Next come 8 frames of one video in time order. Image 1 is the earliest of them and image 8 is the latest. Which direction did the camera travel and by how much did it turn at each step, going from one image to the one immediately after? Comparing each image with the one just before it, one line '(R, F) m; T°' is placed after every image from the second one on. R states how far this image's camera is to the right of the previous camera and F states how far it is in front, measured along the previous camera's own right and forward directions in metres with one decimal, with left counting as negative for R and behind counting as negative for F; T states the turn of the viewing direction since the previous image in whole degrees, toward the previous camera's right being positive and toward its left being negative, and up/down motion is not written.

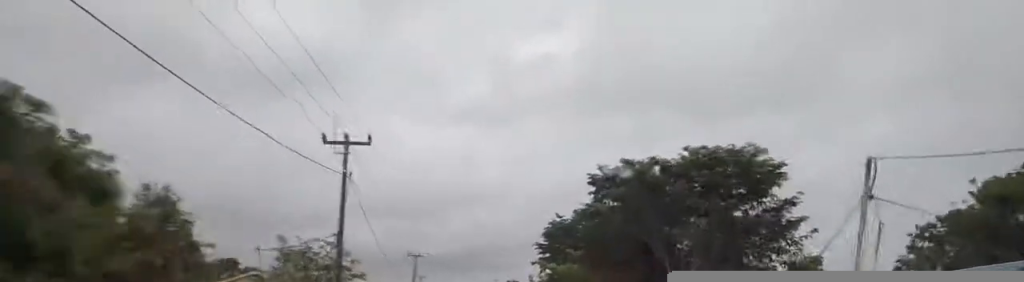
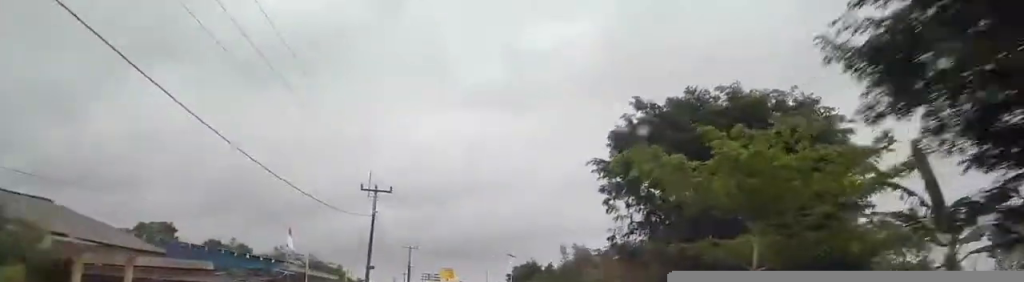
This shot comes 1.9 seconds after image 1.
(+0.1, +37.6) m; 0°
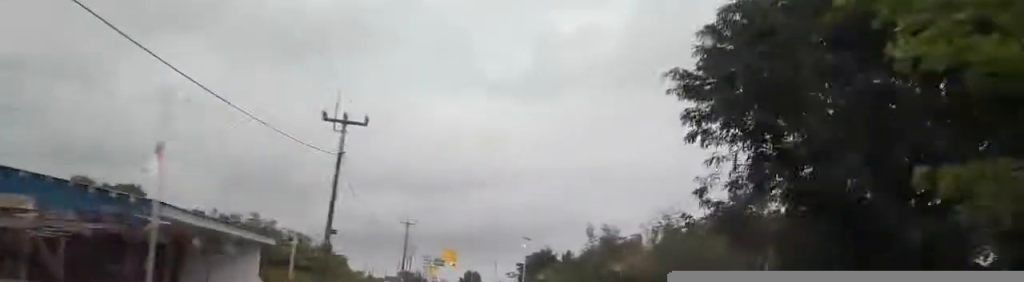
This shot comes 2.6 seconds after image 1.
(-0.2, +14.7) m; 0°
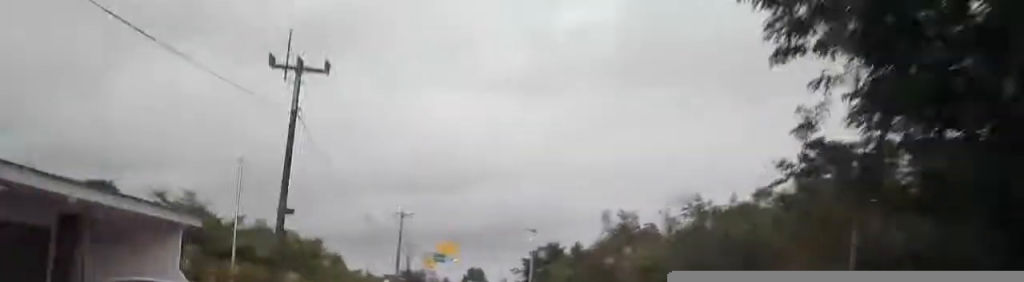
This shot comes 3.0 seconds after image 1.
(+0.2, +7.5) m; 0°
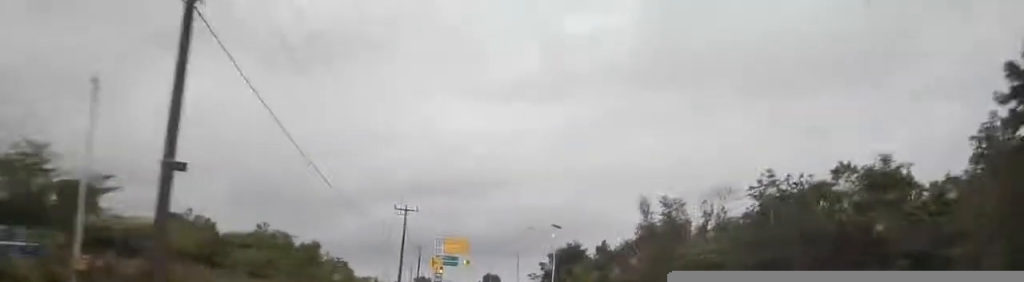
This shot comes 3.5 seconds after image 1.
(+0.1, +10.3) m; -1°
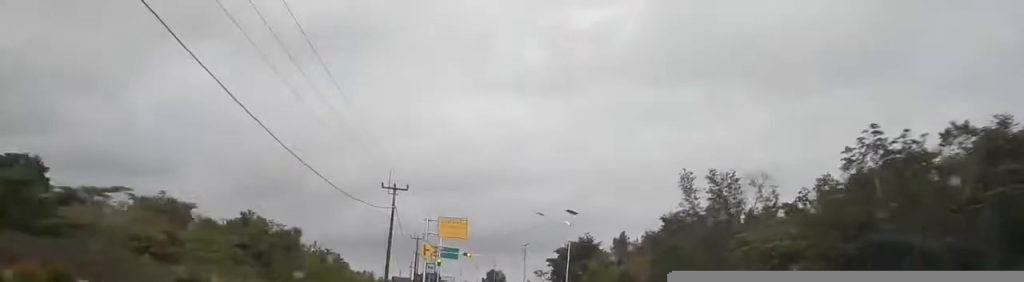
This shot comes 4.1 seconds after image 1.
(-0.2, +10.4) m; -2°
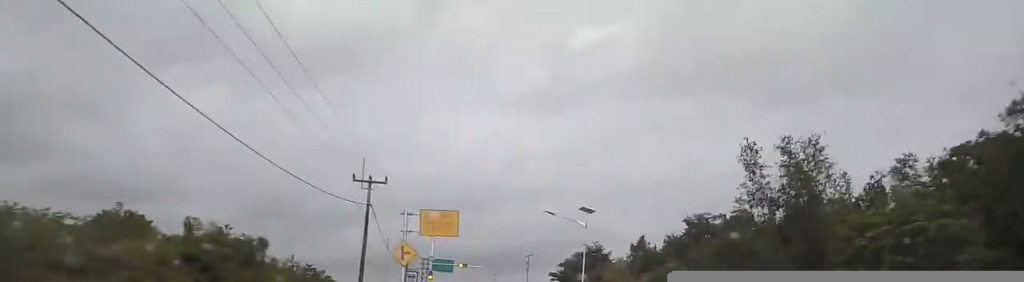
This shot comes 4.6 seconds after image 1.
(-0.2, +11.0) m; -2°
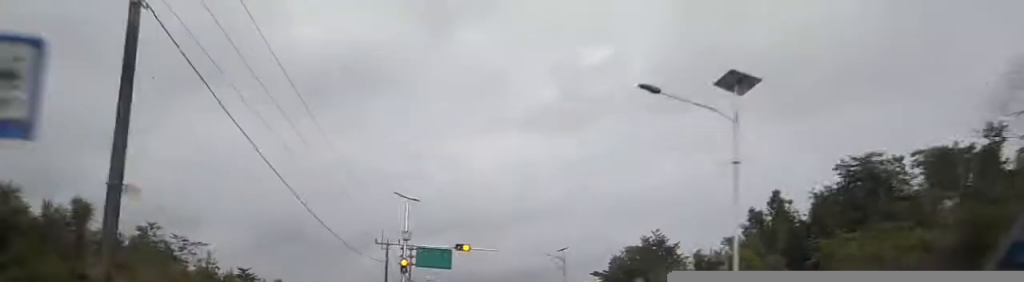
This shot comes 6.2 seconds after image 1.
(-1.1, +30.6) m; +1°
